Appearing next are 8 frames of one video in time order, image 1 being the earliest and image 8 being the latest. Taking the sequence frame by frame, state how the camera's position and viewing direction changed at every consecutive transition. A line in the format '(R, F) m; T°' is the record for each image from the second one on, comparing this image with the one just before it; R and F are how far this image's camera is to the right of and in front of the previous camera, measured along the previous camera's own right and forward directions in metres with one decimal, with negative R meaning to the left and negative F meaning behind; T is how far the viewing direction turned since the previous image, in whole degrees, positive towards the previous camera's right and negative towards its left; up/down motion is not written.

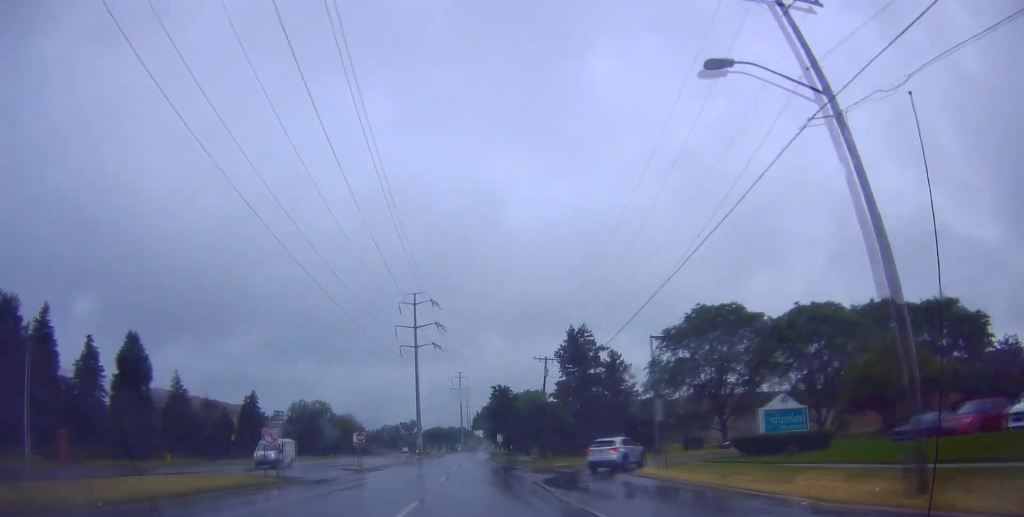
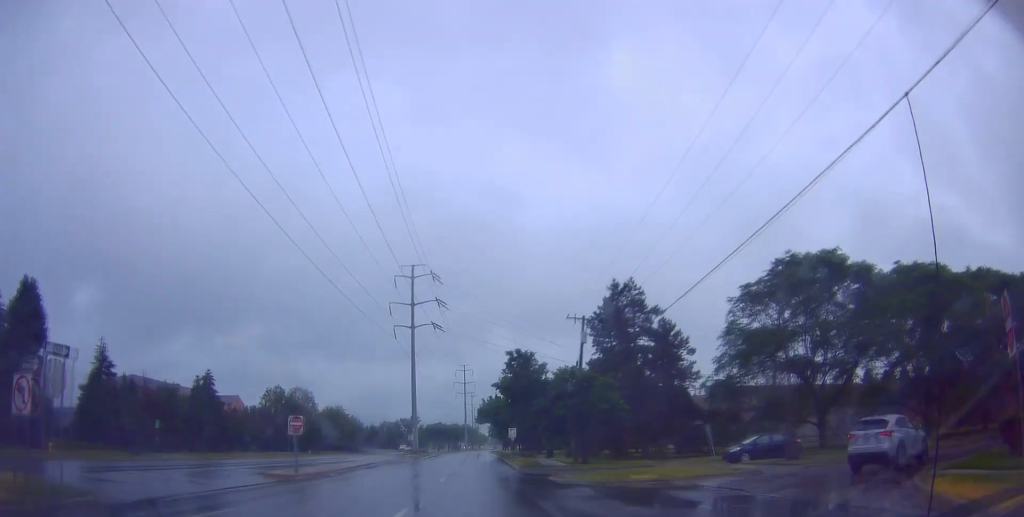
(+0.2, +14.9) m; +1°
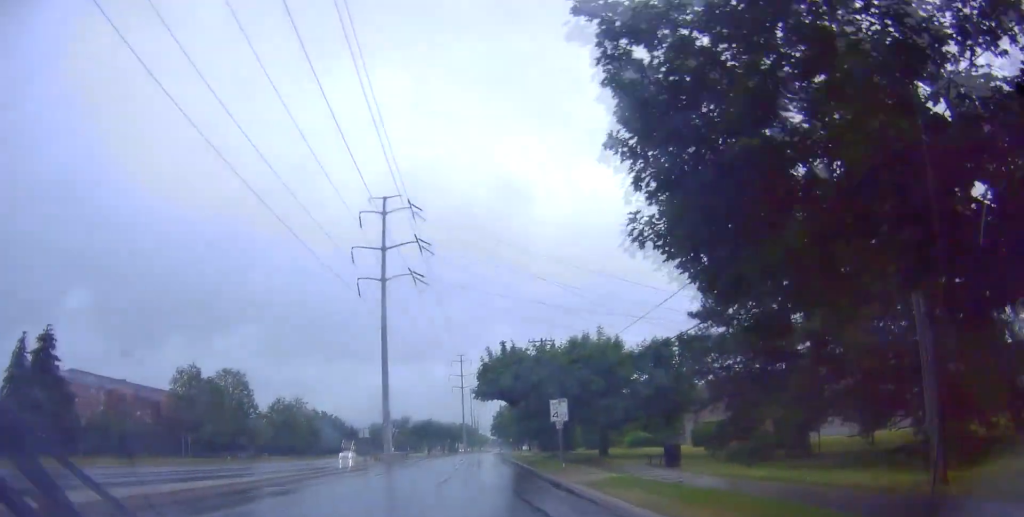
(0.0, +30.2) m; +3°
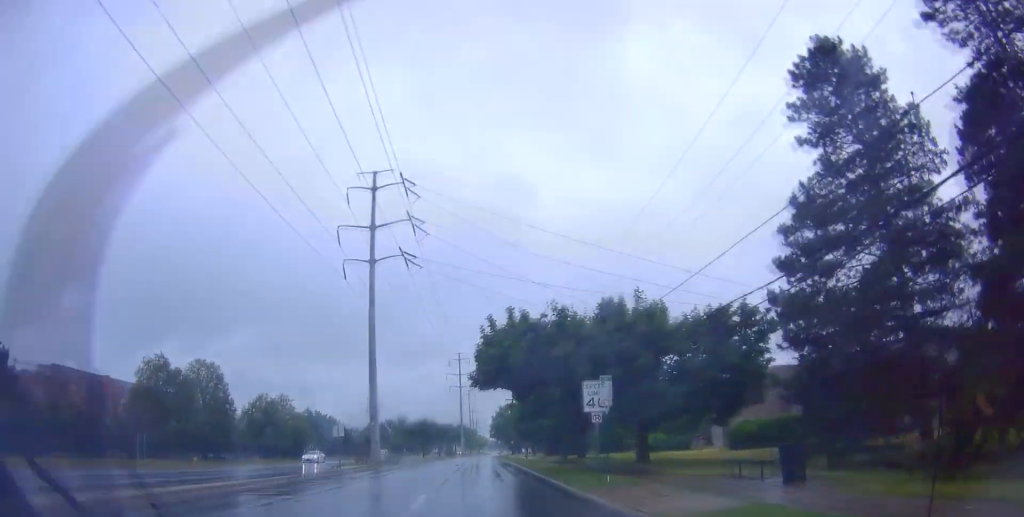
(+0.3, +7.9) m; 0°
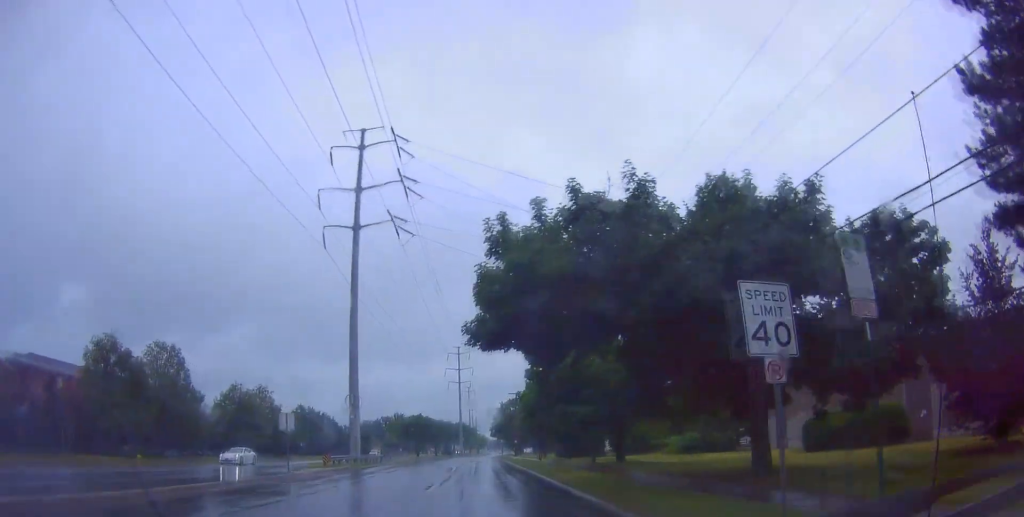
(+0.3, +10.5) m; 0°
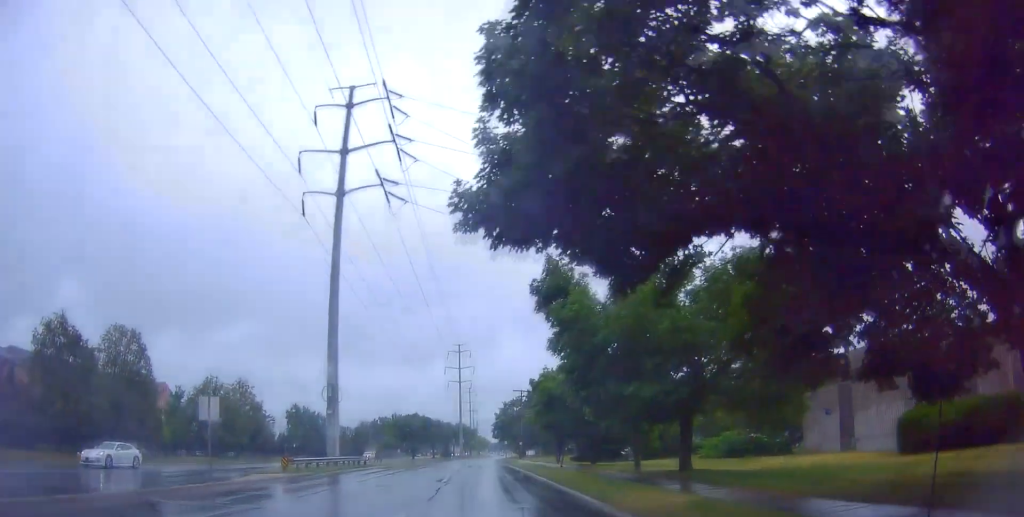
(-0.4, +9.0) m; 0°
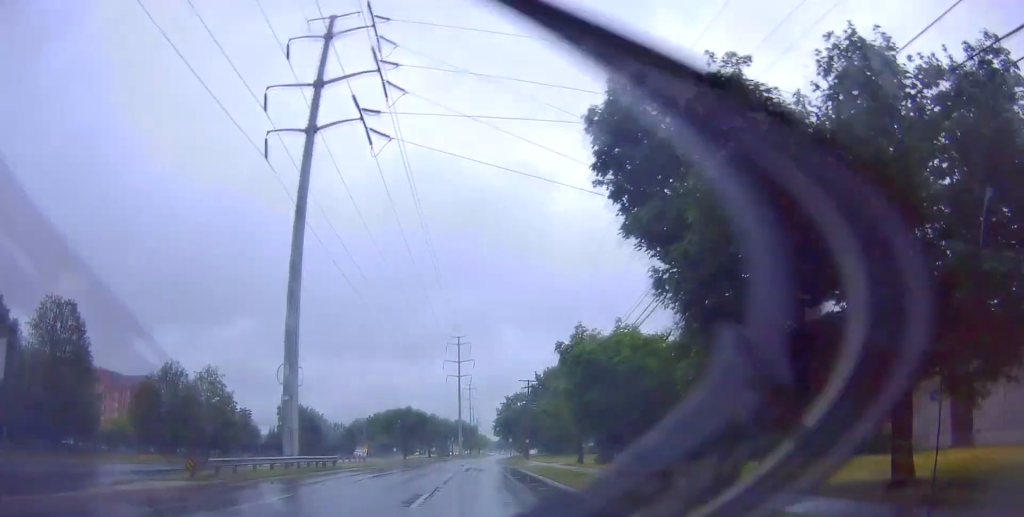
(+0.2, +11.3) m; 0°
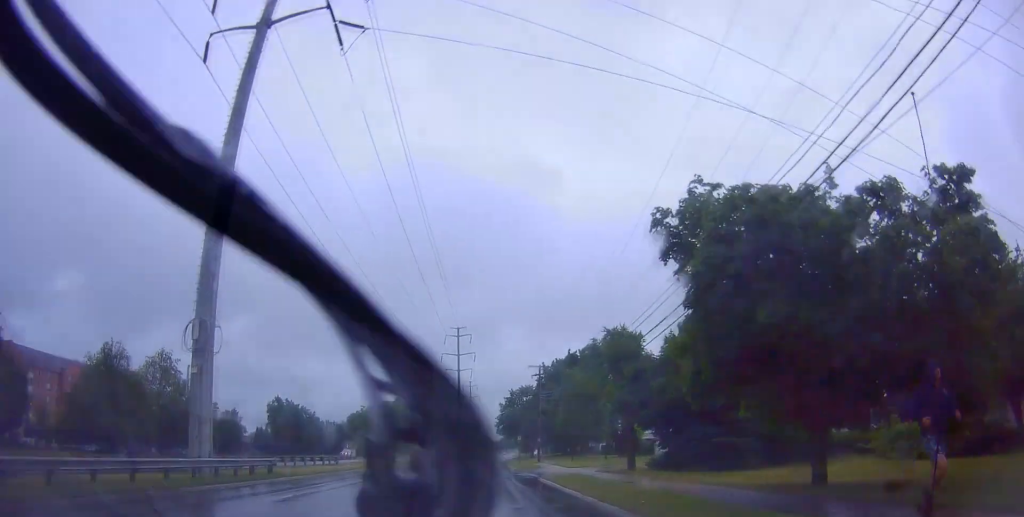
(+0.1, +13.1) m; -1°
